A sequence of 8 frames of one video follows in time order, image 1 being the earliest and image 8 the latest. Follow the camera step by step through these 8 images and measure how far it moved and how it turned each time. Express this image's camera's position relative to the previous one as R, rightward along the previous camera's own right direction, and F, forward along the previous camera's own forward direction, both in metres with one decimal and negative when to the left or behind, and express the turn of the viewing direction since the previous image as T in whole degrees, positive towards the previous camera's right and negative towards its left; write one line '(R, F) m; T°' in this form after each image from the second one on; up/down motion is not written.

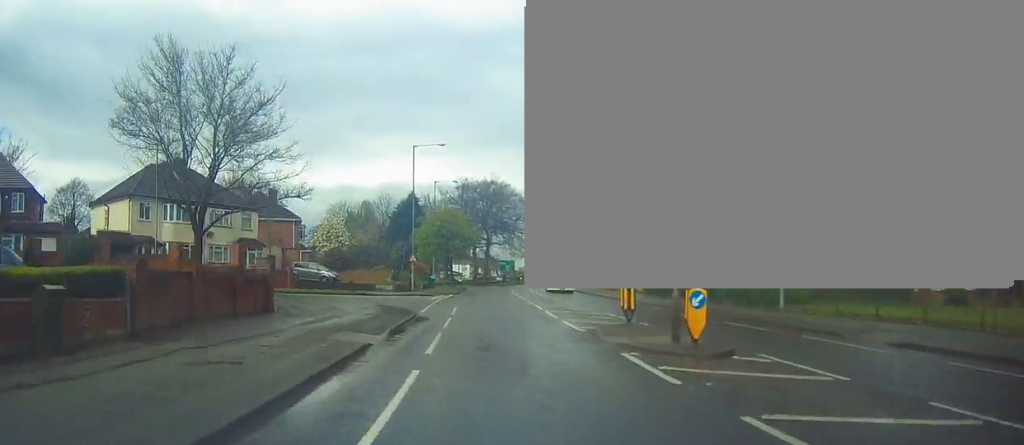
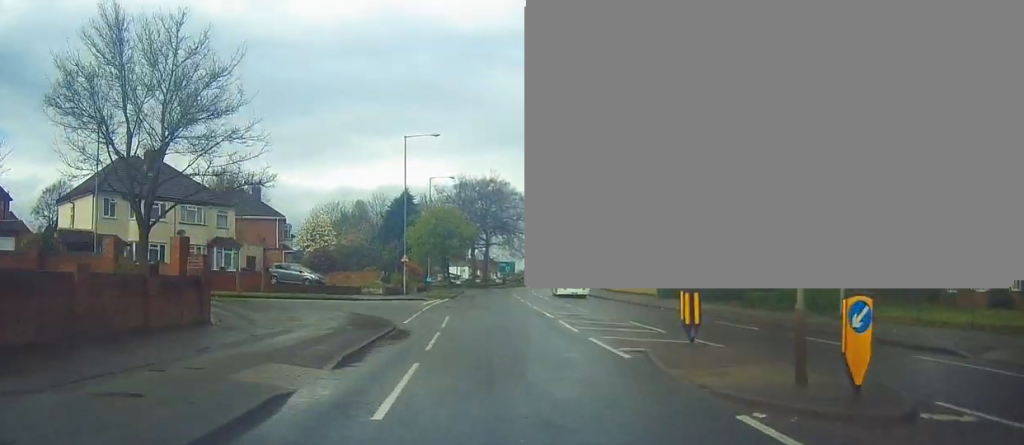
(-0.1, +5.1) m; 0°
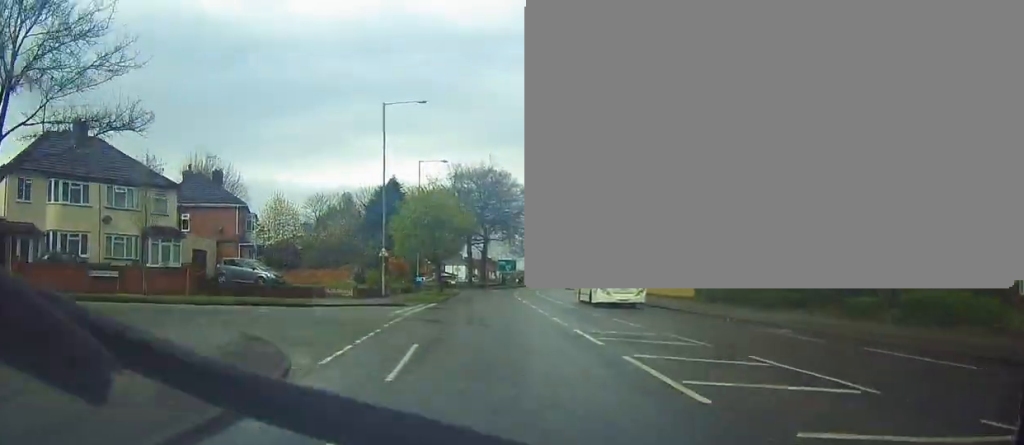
(-0.1, +10.0) m; 0°
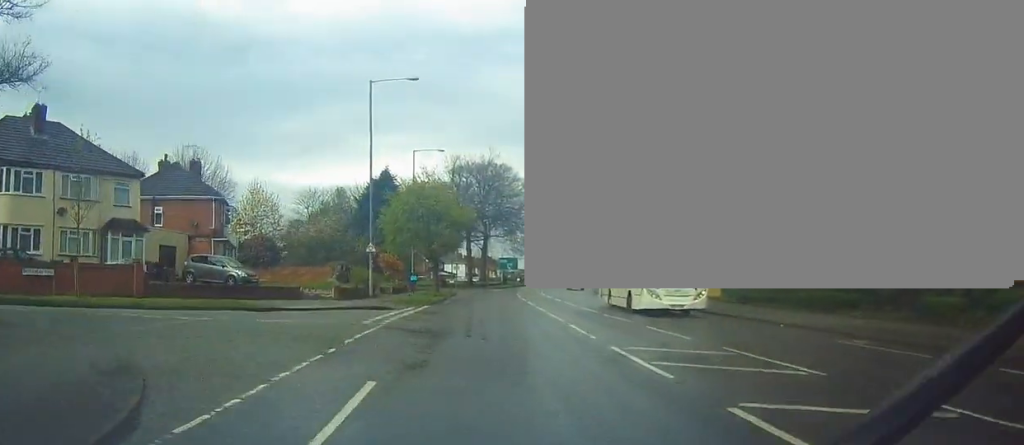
(0.0, +4.8) m; +1°
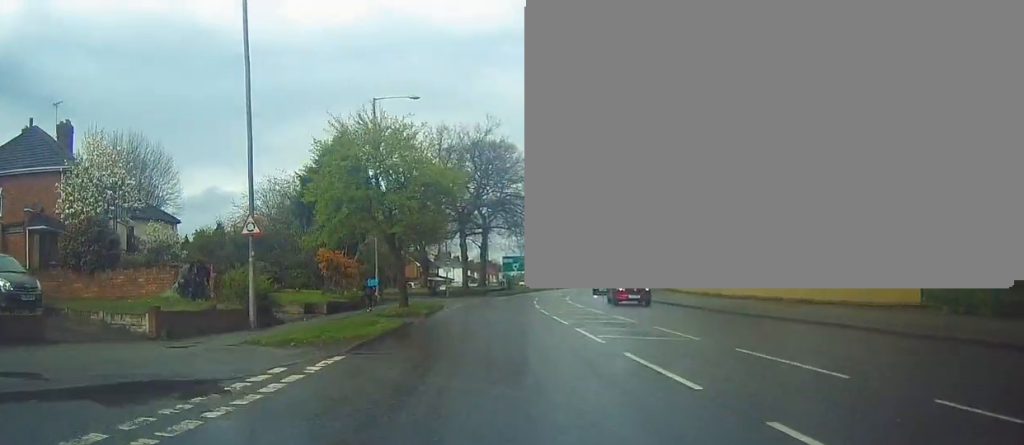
(+0.2, +19.3) m; 0°
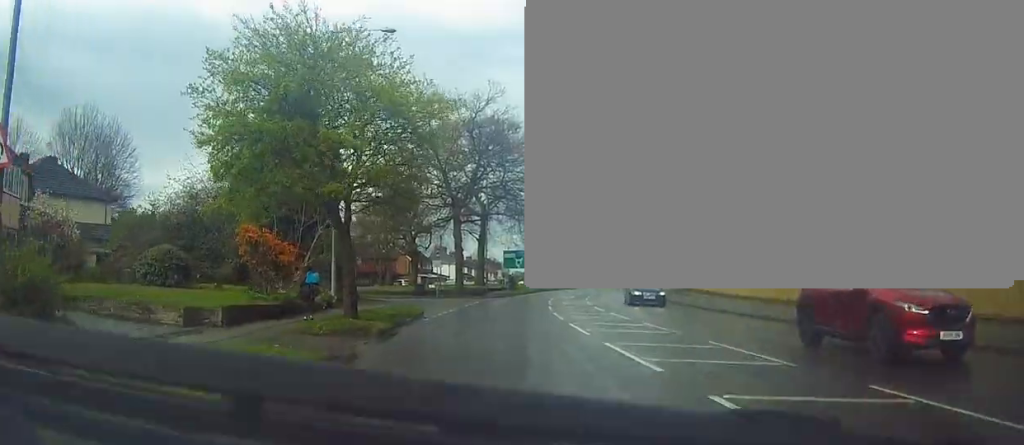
(0.0, +10.8) m; 0°
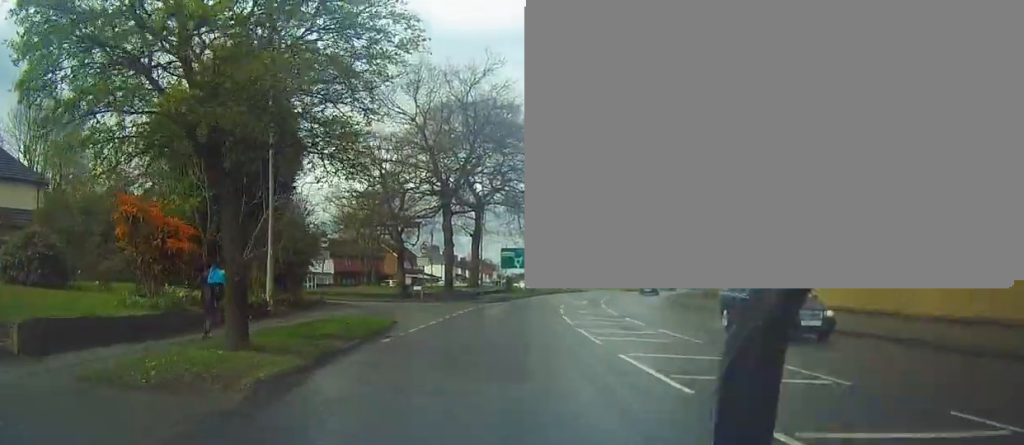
(0.0, +7.9) m; 0°
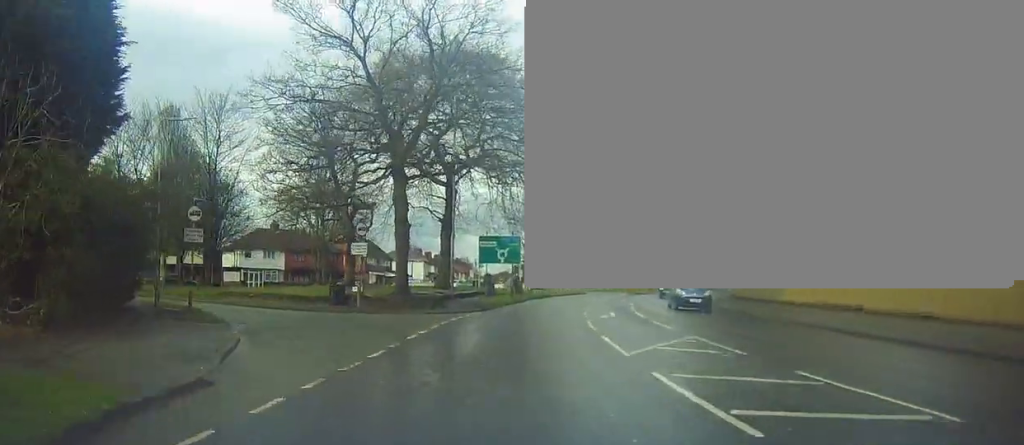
(-0.1, +14.4) m; +1°
